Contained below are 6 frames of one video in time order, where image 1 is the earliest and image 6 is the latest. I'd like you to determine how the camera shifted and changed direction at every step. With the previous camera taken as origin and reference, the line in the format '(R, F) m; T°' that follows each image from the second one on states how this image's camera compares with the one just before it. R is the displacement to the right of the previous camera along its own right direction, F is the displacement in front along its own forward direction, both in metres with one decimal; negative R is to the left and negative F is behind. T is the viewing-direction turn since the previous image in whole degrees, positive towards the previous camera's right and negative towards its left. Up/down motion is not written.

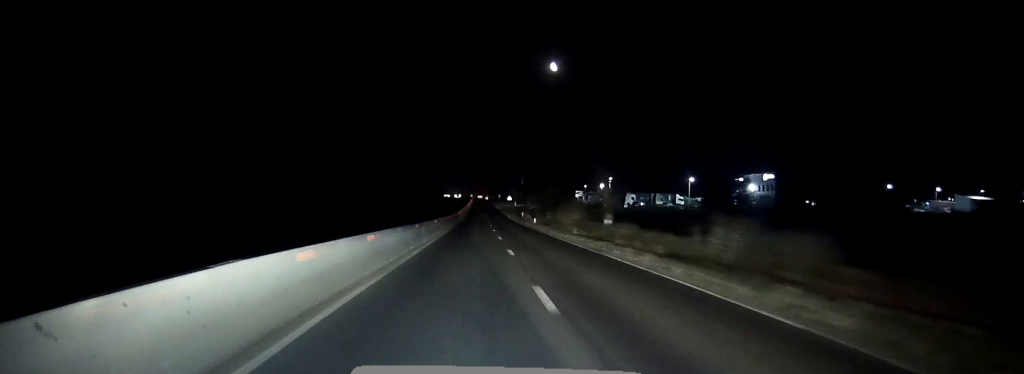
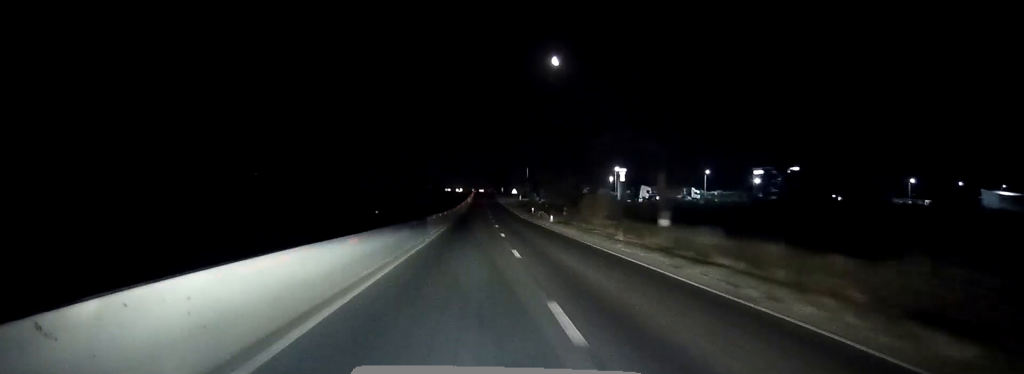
(0.0, +14.5) m; 0°
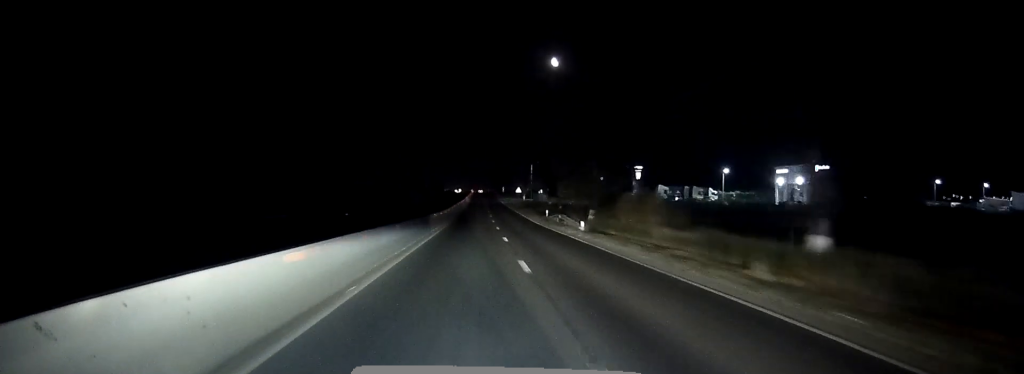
(+0.1, +16.4) m; 0°
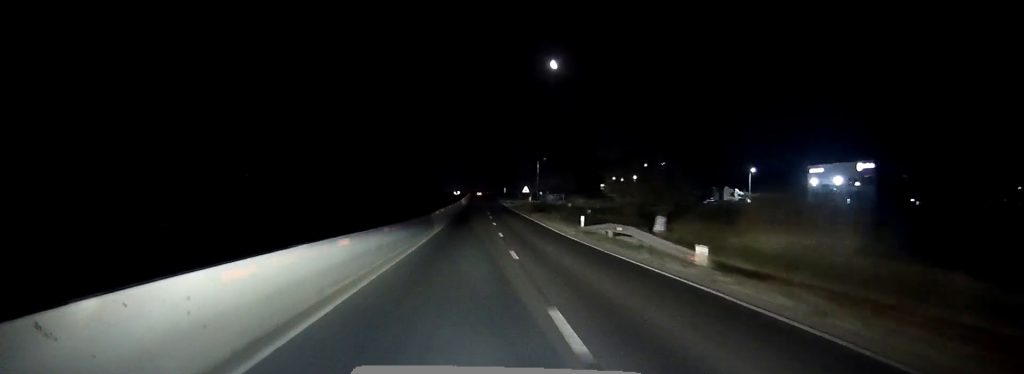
(0.0, +20.3) m; 0°
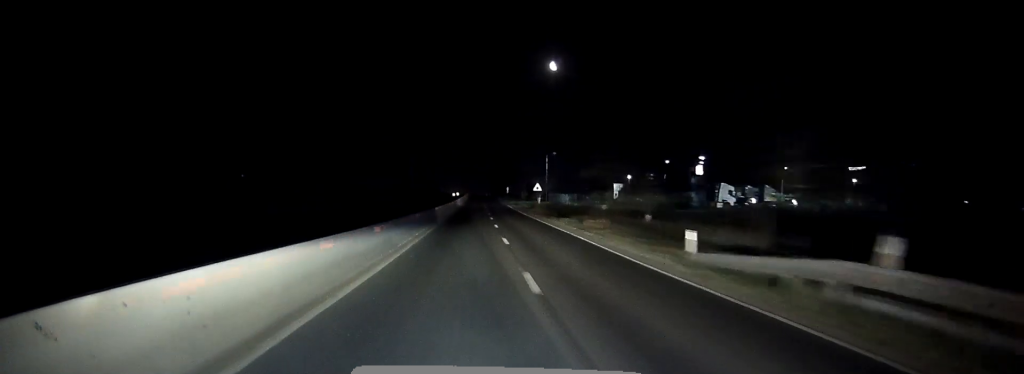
(-0.1, +19.3) m; 0°
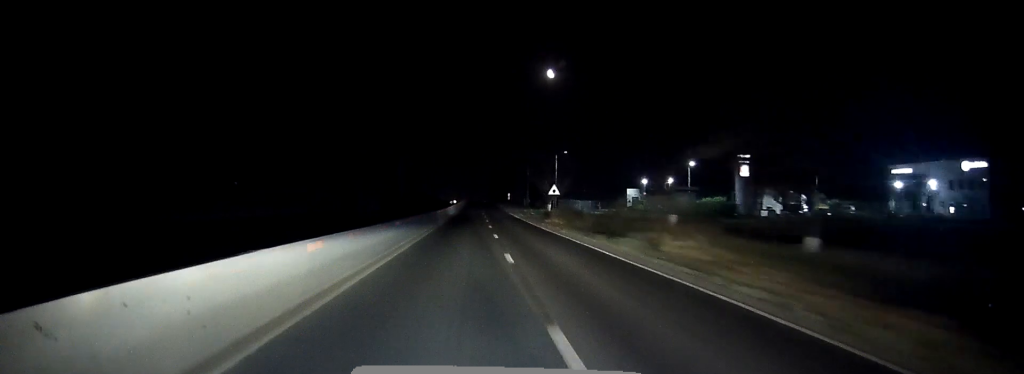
(+0.1, +18.4) m; 0°
